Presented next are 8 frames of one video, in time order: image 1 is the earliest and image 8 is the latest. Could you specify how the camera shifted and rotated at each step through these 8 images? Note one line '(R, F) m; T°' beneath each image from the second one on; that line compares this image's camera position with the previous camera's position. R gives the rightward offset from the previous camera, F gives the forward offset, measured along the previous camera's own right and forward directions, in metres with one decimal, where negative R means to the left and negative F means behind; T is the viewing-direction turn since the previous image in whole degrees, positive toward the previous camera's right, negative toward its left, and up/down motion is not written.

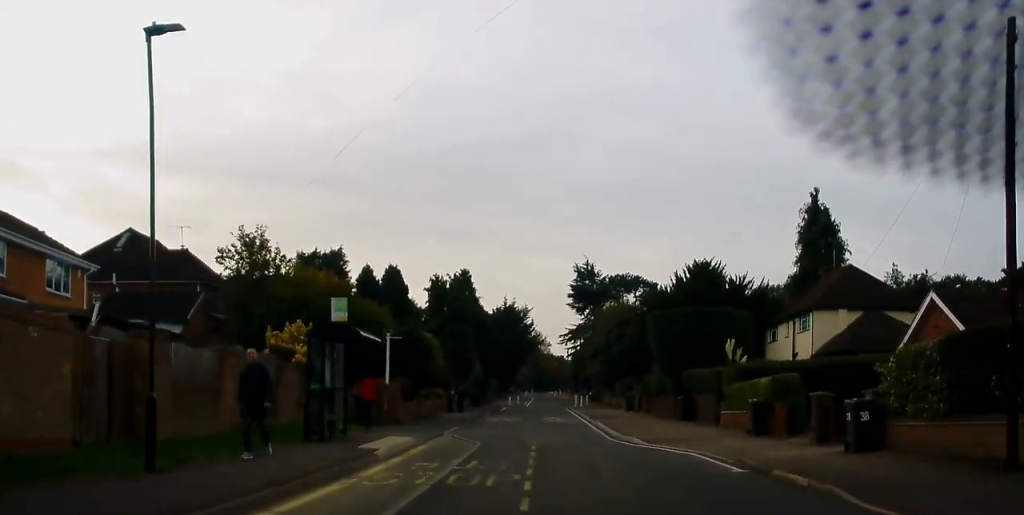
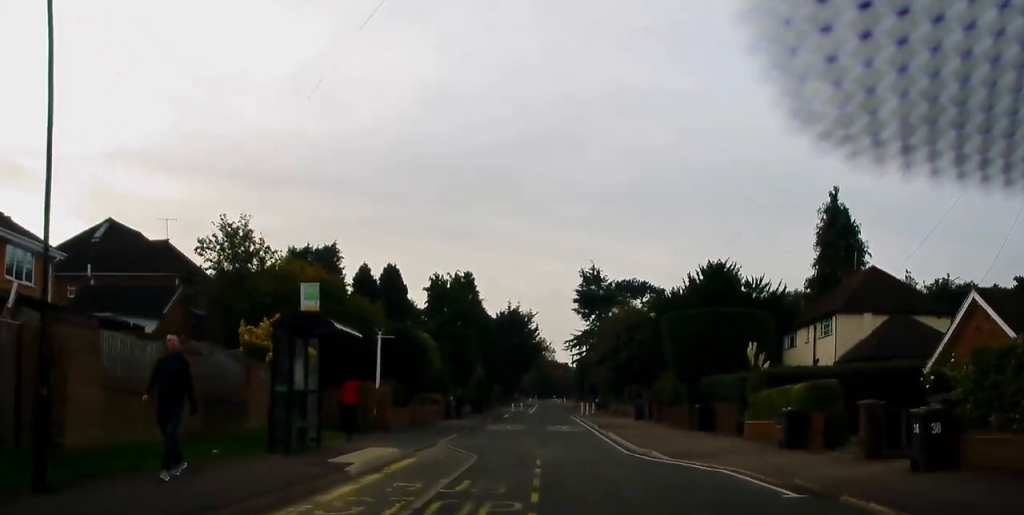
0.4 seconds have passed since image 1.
(-0.1, +2.7) m; 0°
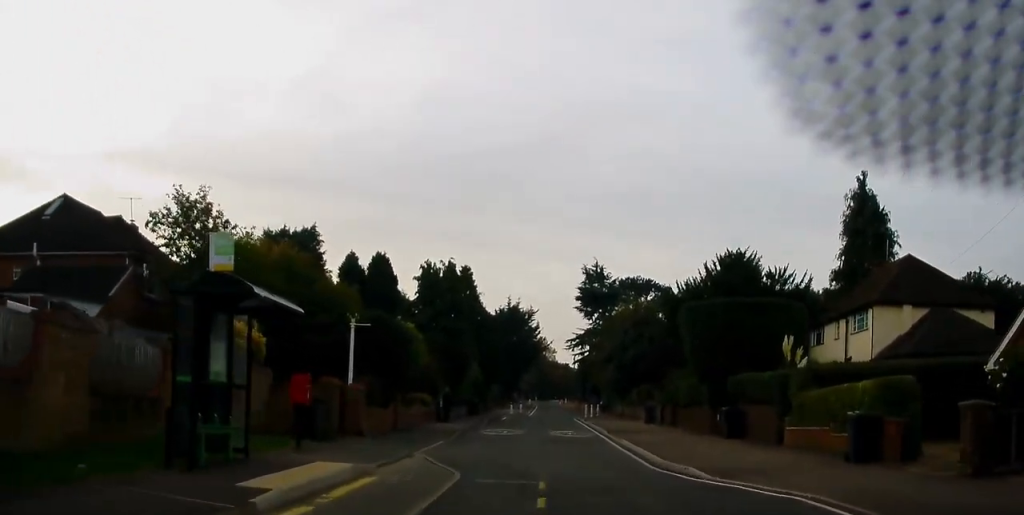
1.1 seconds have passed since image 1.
(+0.1, +4.4) m; 0°
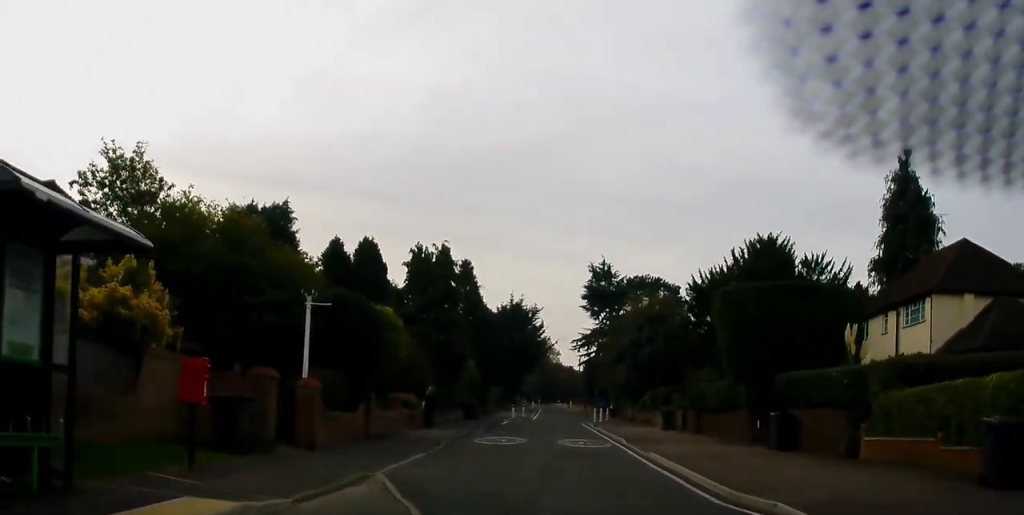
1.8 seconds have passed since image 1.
(0.0, +5.3) m; 0°
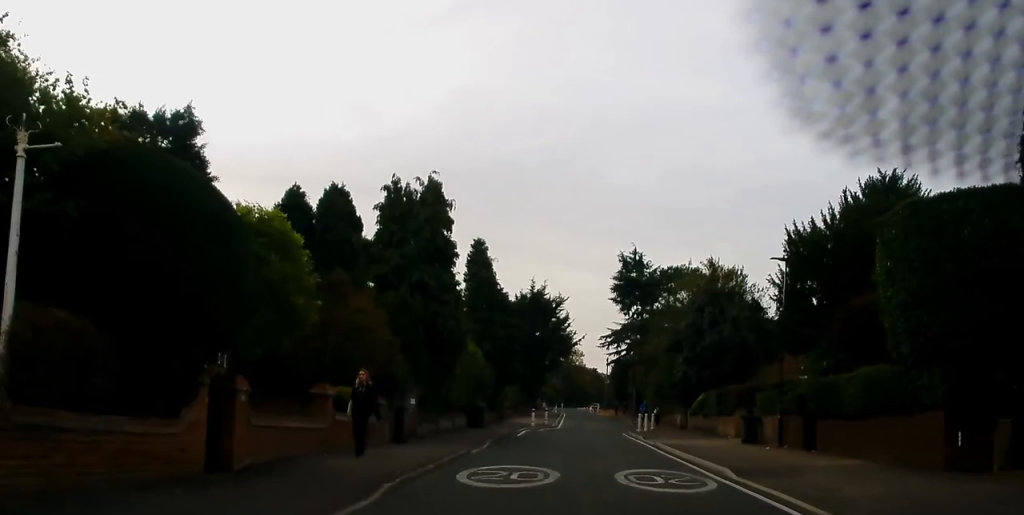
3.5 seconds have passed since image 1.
(+0.1, +12.3) m; -2°
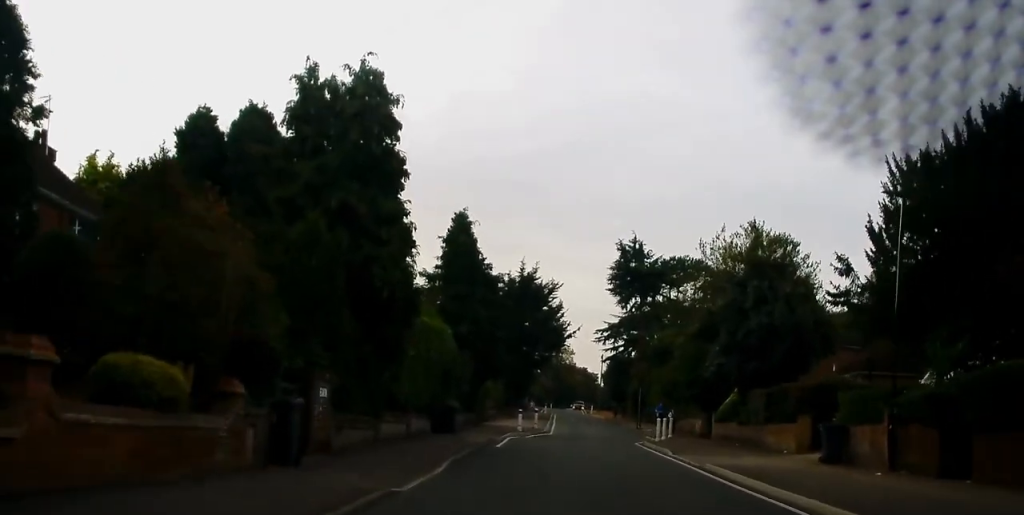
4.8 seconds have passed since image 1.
(-0.2, +9.3) m; +2°
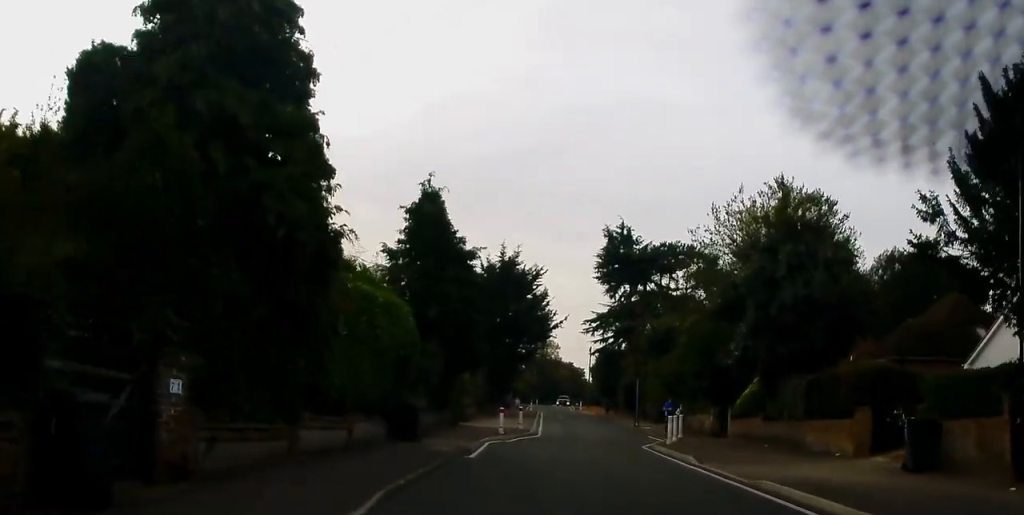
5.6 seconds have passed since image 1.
(+0.4, +5.8) m; +1°
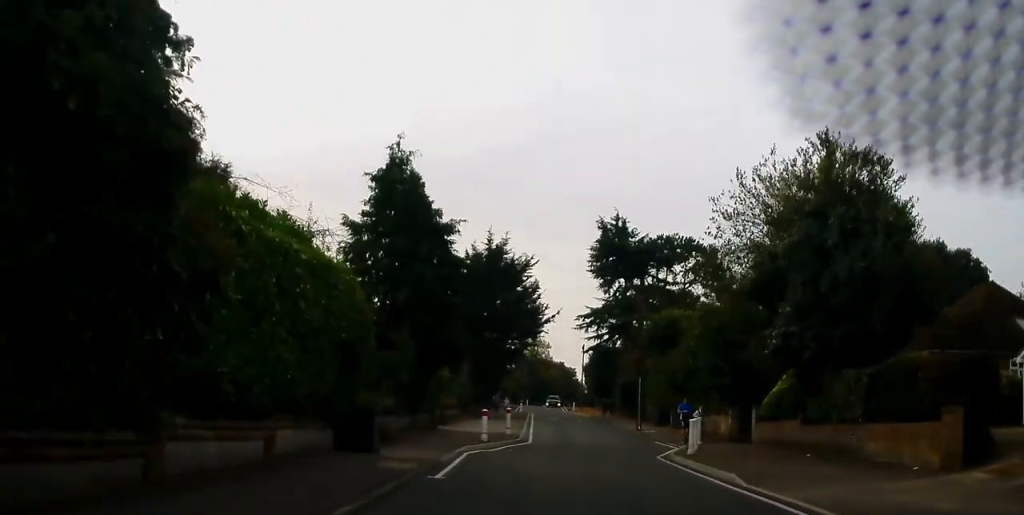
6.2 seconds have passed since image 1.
(-0.3, +4.9) m; -1°
